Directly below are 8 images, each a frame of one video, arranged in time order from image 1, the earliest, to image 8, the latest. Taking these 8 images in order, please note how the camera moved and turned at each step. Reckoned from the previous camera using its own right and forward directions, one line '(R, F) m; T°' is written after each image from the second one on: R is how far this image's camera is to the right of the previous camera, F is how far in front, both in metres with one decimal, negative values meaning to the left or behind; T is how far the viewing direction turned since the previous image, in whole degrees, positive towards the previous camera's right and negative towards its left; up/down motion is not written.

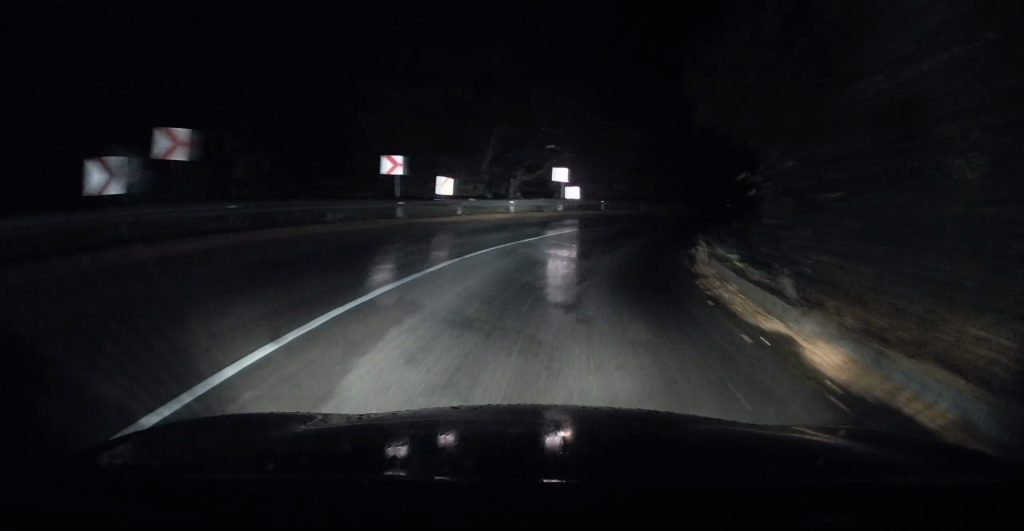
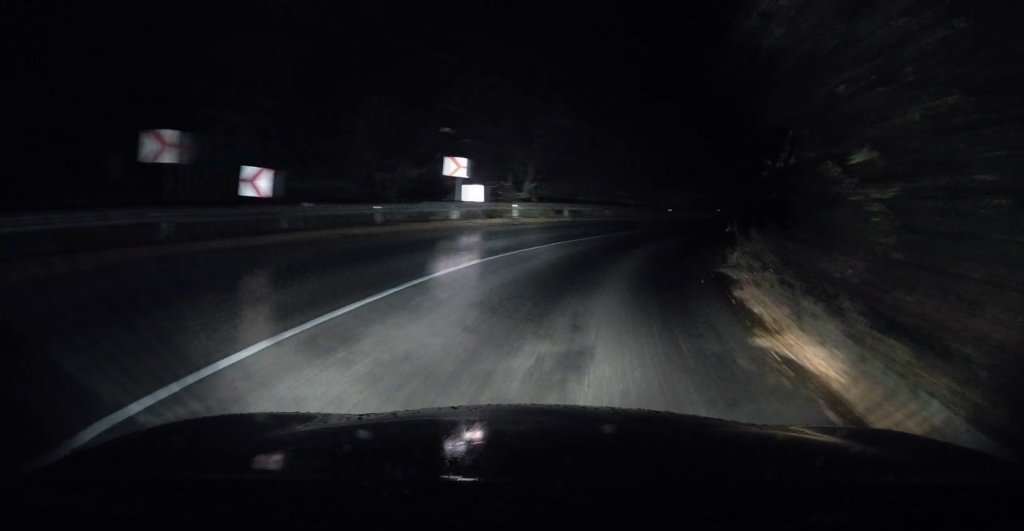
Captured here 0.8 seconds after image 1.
(+0.9, +10.1) m; +8°
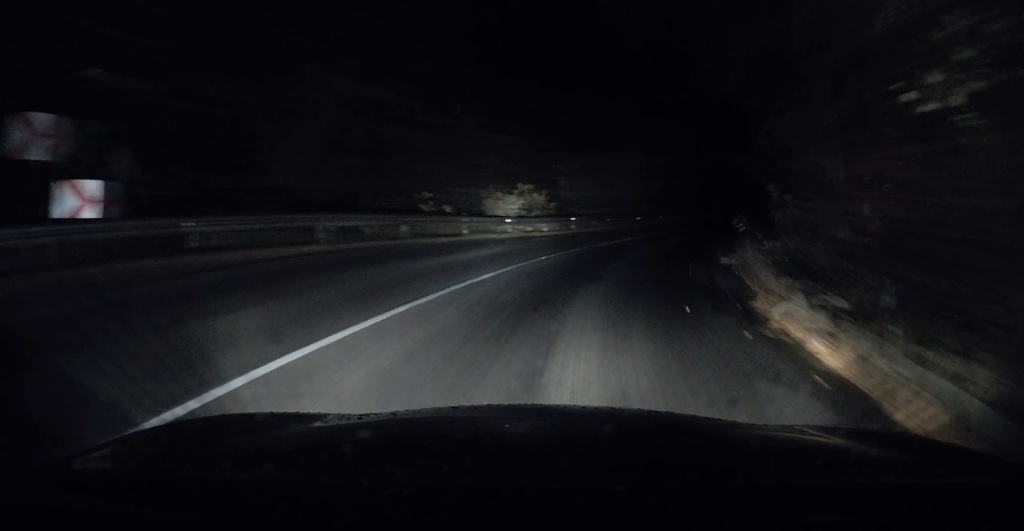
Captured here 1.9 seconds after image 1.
(+1.0, +14.3) m; +8°
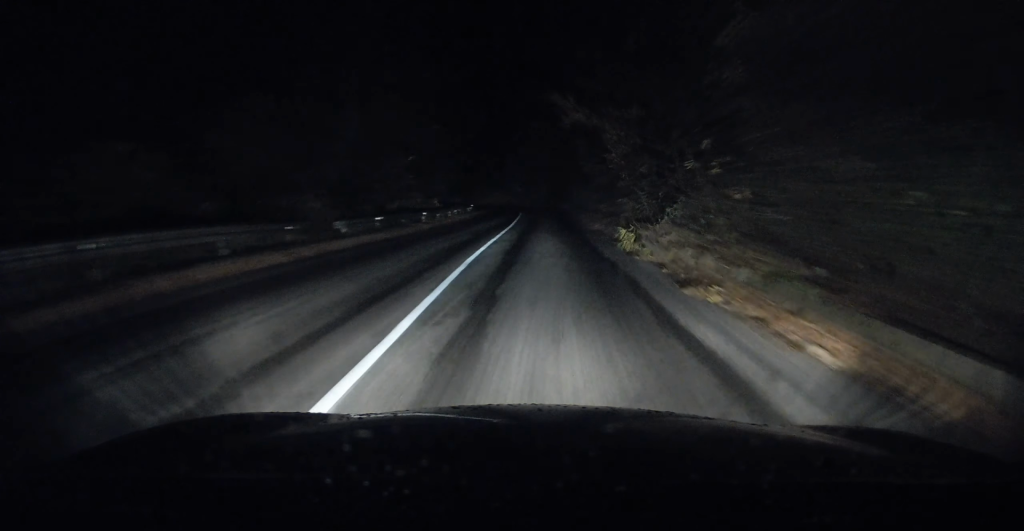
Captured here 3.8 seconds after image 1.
(+3.7, +22.7) m; +27°
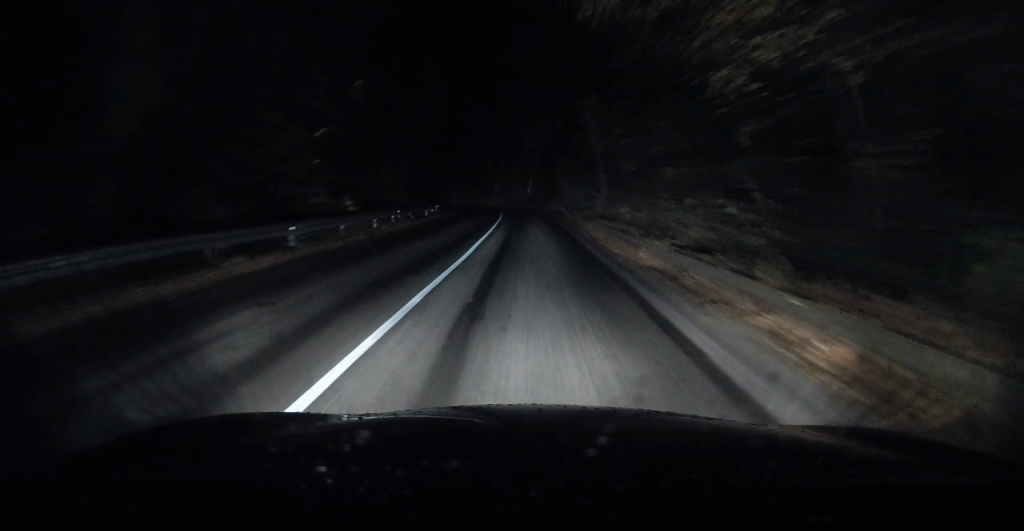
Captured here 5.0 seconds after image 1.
(+3.0, +14.6) m; +12°
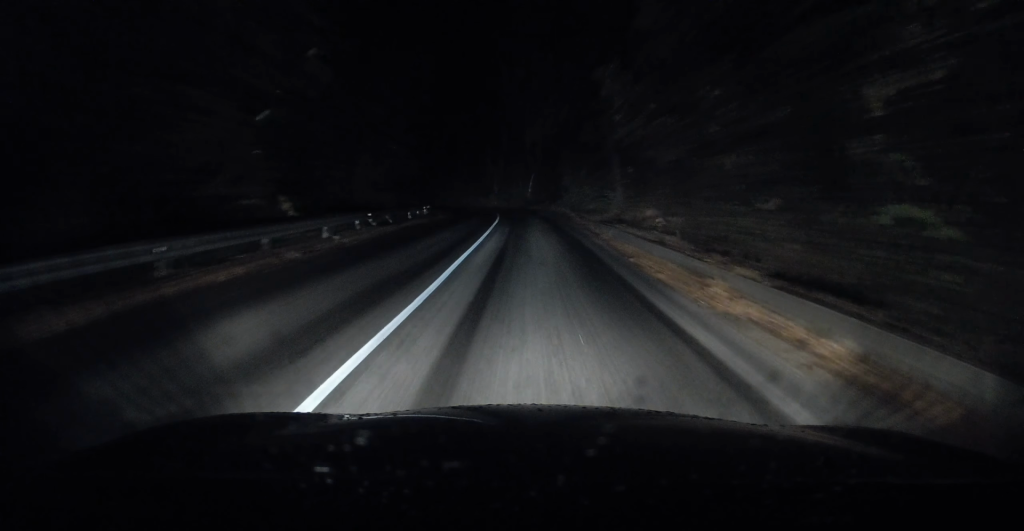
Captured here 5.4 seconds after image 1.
(0.0, +5.5) m; 0°
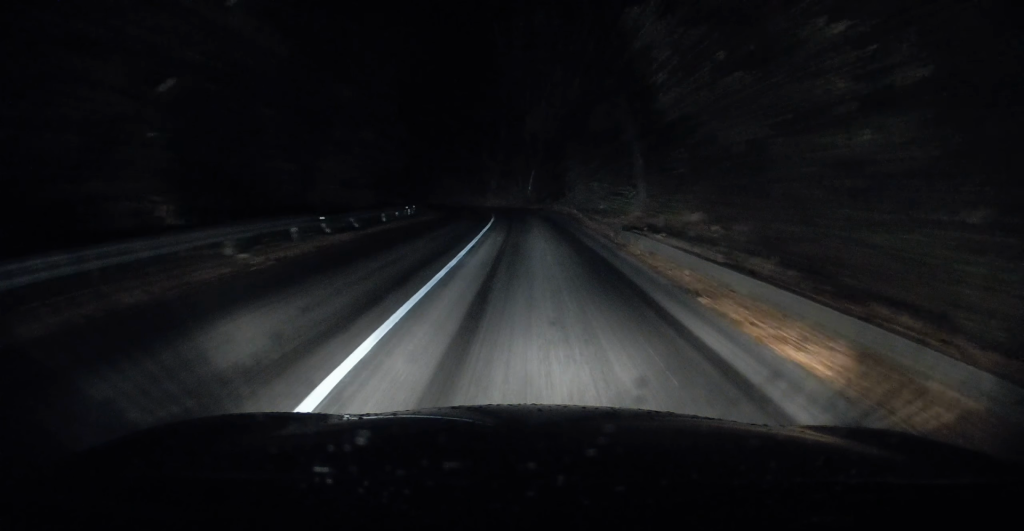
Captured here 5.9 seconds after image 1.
(0.0, +5.5) m; +1°
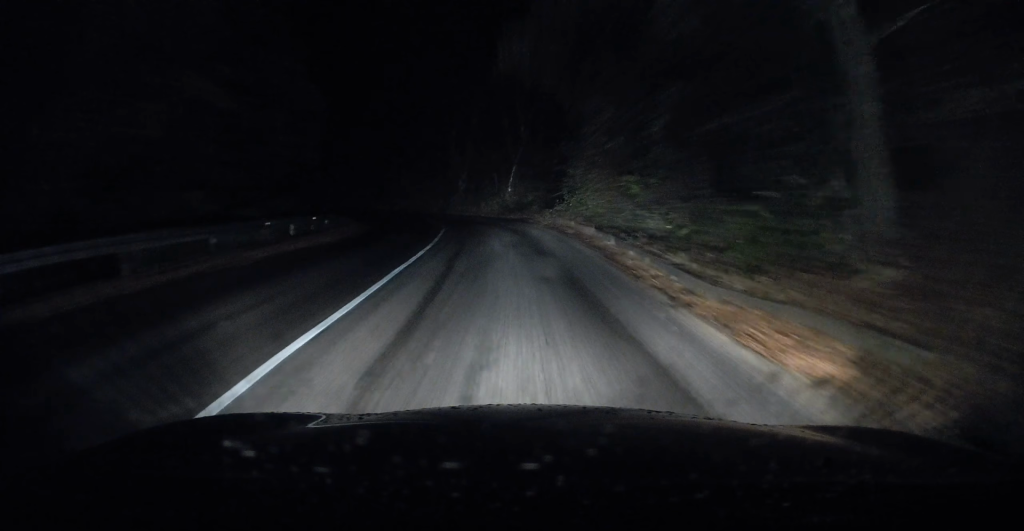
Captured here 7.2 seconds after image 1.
(+0.3, +16.4) m; +3°
